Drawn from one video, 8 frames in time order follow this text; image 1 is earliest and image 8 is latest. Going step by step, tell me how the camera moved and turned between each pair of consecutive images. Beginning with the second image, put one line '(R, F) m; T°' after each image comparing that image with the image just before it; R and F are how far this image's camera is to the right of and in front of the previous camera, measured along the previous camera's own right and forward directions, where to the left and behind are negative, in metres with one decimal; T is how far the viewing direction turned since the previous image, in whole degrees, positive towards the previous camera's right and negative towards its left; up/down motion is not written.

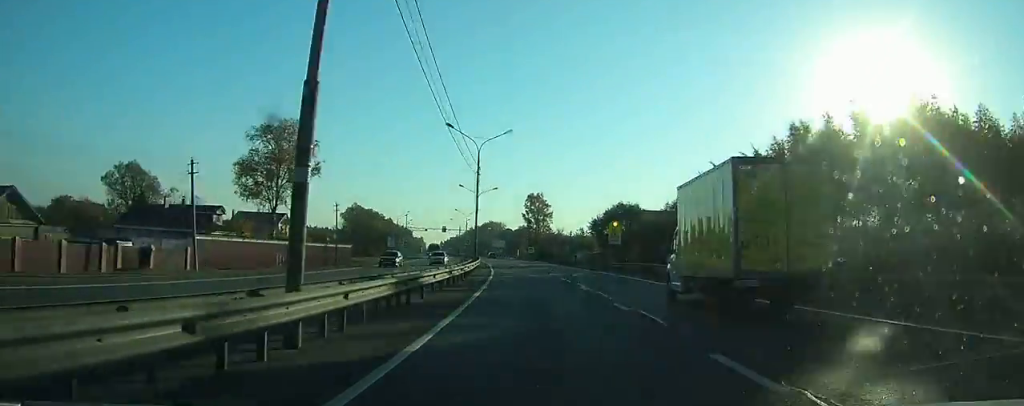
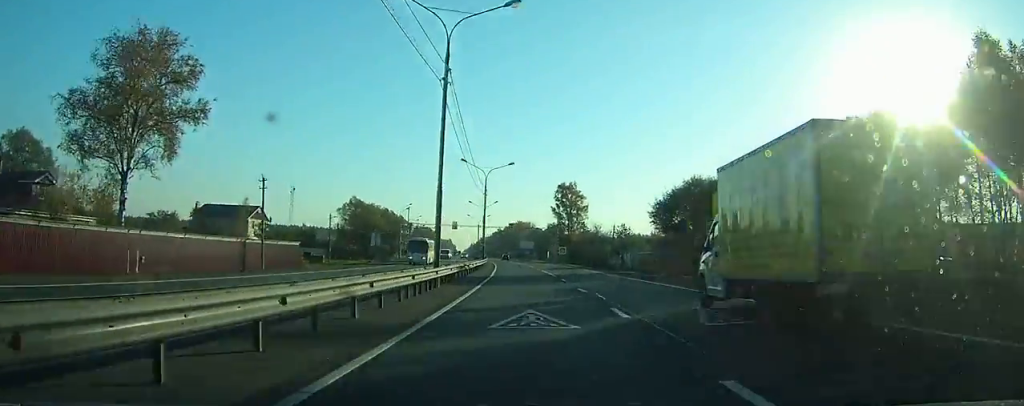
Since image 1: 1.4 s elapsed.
(-0.4, +25.5) m; -2°
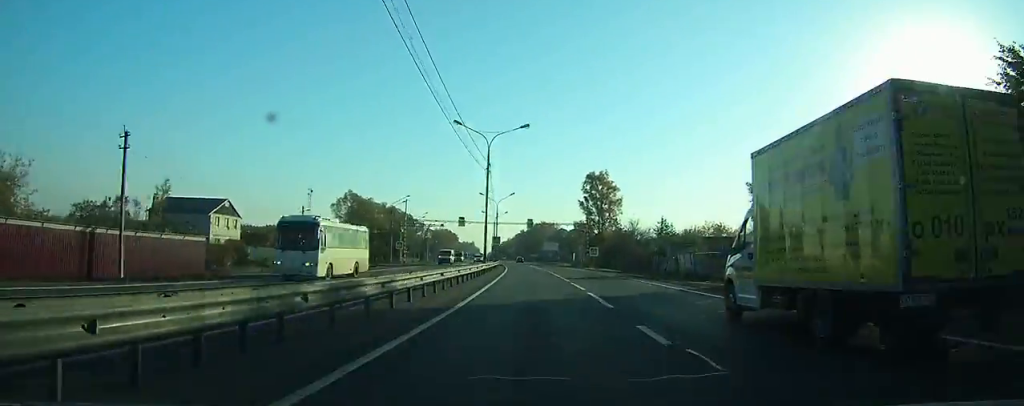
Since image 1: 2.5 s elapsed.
(-0.5, +19.5) m; -2°
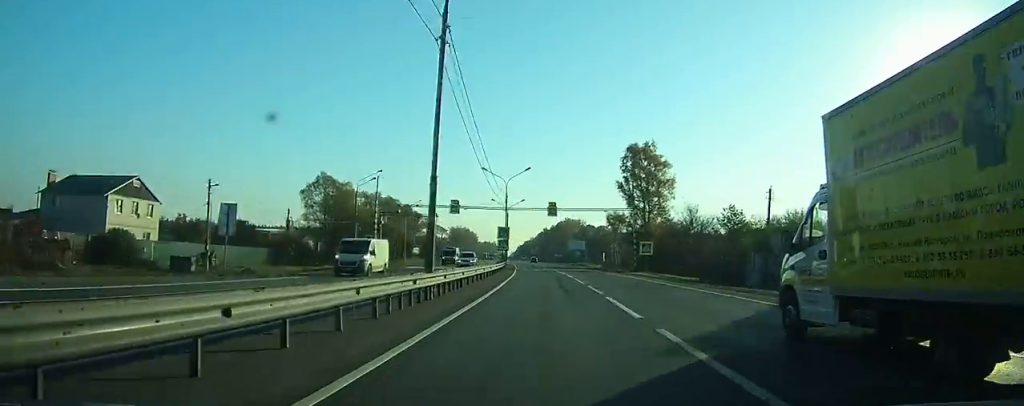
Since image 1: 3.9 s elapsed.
(-0.5, +26.9) m; -2°
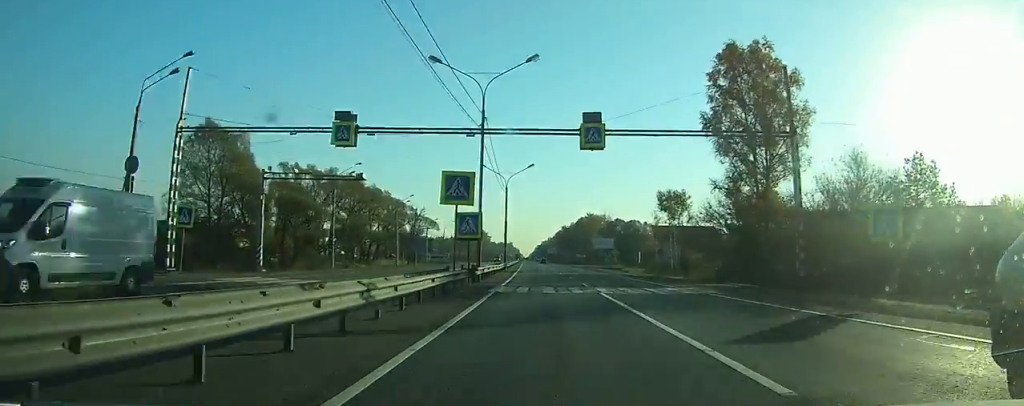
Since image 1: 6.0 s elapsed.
(-0.9, +38.3) m; -2°
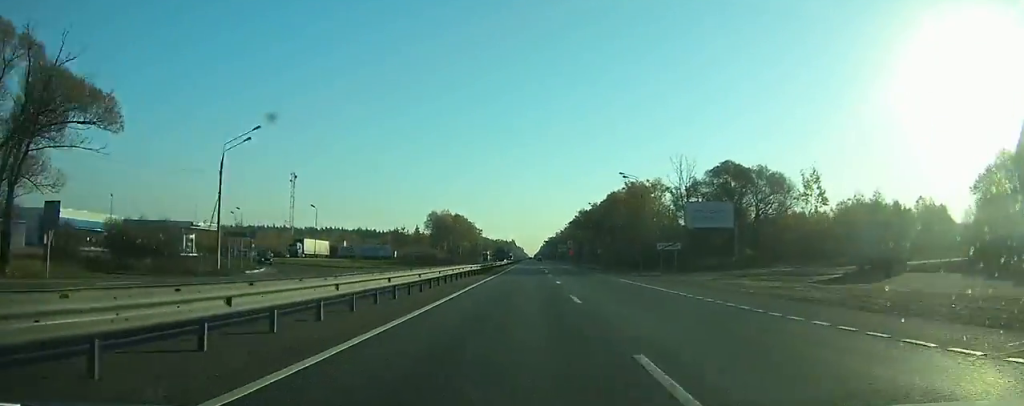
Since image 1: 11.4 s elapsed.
(-3.2, +104.6) m; -2°
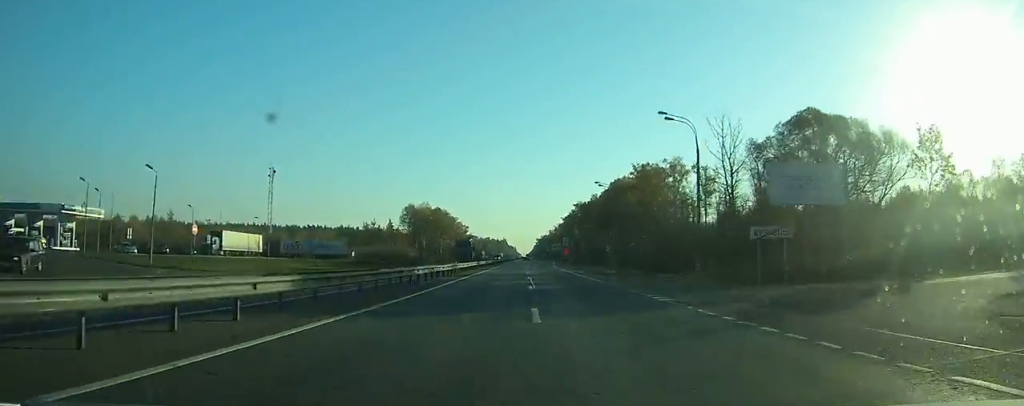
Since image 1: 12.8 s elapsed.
(+0.3, +28.6) m; 0°
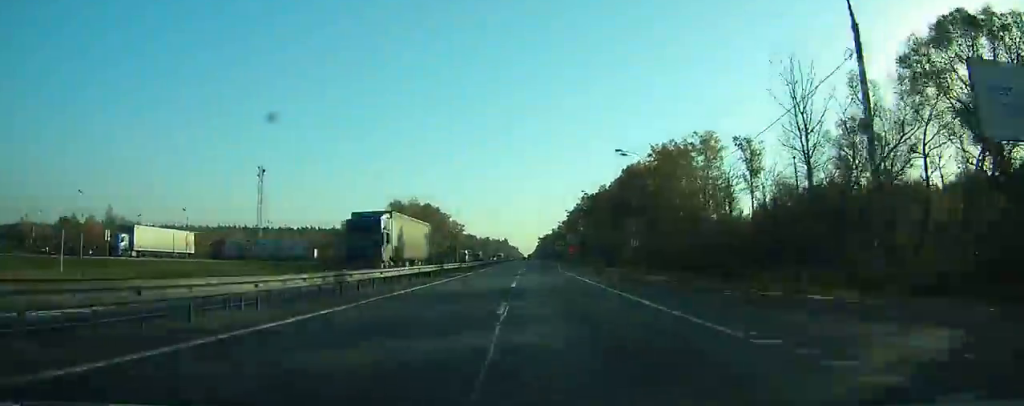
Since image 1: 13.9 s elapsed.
(+0.1, +22.0) m; 0°
